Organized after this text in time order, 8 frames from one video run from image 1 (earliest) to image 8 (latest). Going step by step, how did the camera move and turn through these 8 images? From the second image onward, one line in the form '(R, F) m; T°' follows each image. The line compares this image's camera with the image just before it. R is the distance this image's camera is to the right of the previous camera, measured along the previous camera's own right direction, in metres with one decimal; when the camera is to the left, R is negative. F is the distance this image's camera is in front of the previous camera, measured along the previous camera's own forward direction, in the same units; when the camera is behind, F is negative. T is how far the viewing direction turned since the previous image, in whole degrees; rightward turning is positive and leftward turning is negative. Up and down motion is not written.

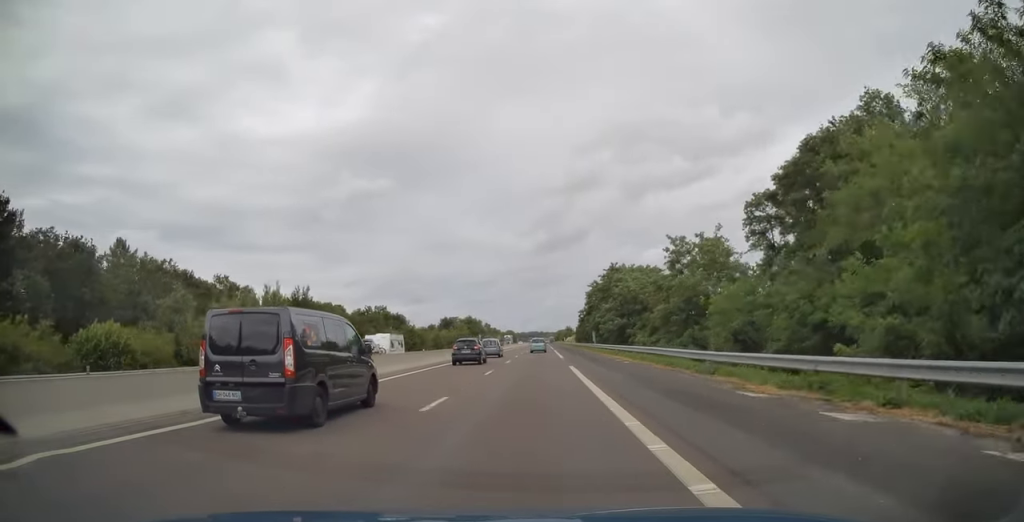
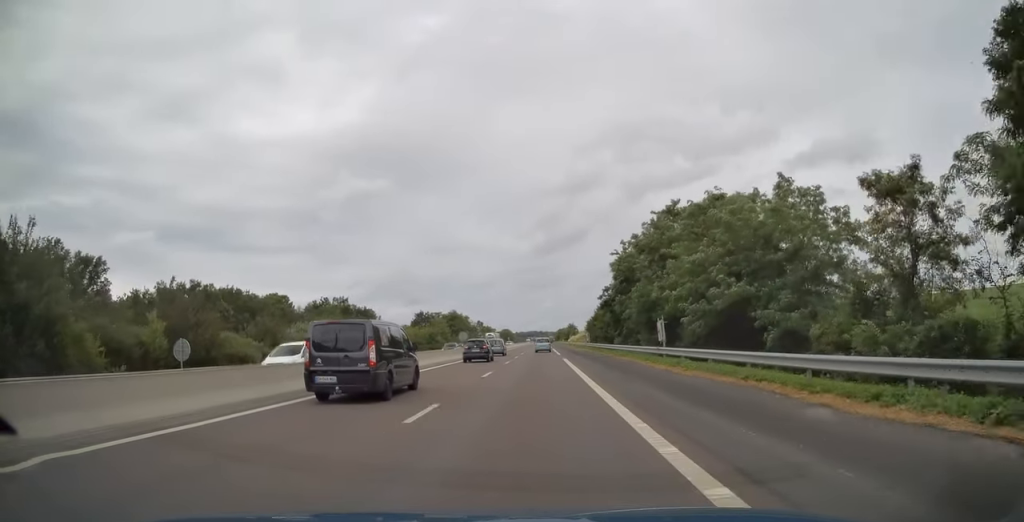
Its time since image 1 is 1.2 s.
(-0.3, +40.2) m; 0°
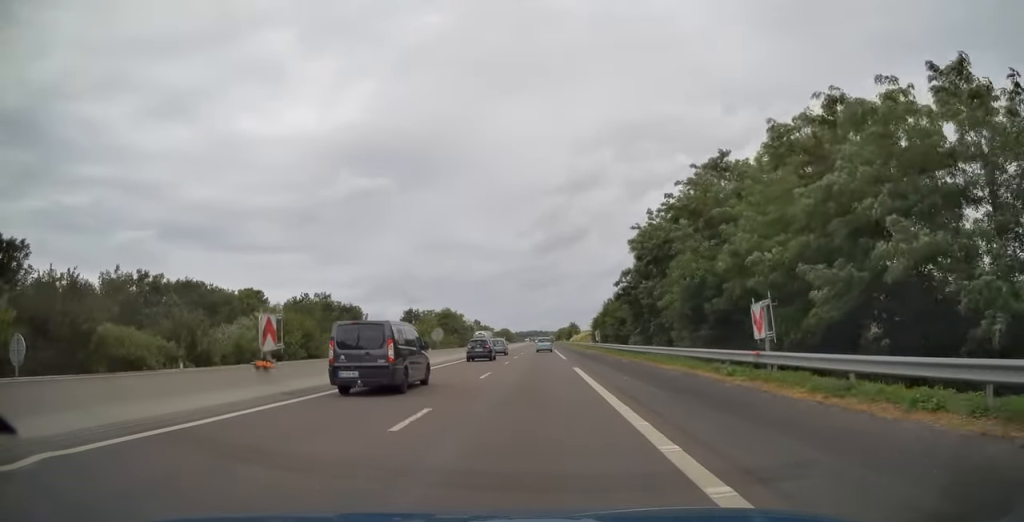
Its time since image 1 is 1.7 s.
(+0.2, +13.9) m; 0°
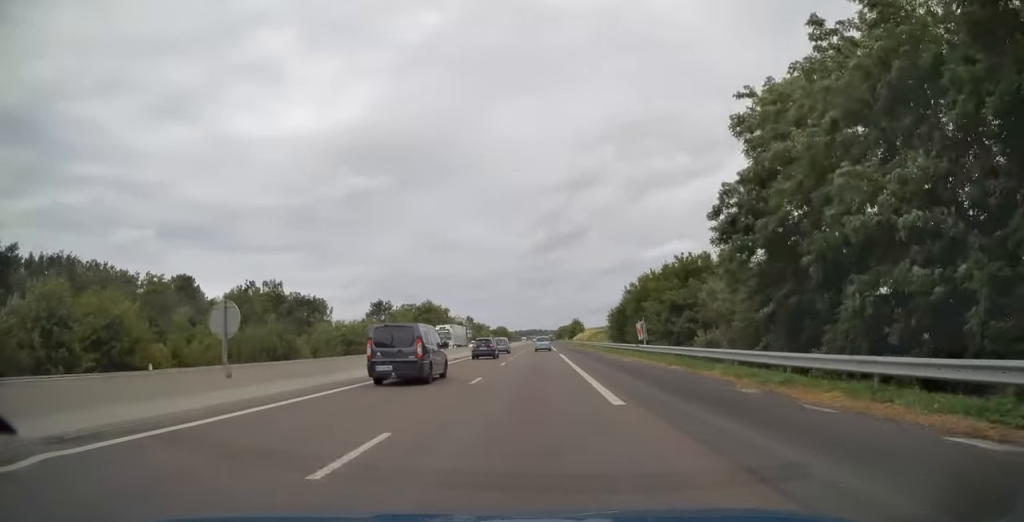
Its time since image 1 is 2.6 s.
(+0.1, +29.0) m; 0°
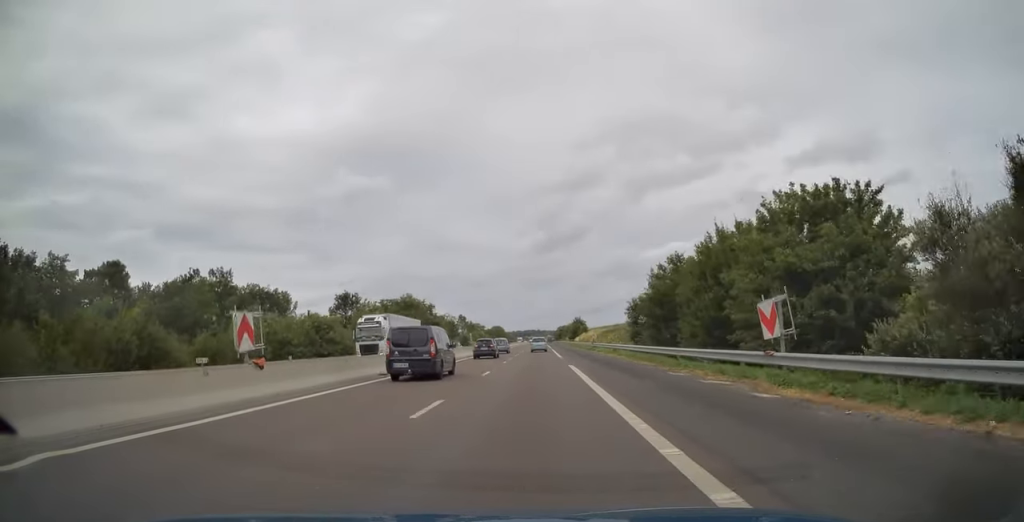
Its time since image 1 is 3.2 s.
(-0.2, +20.9) m; 0°
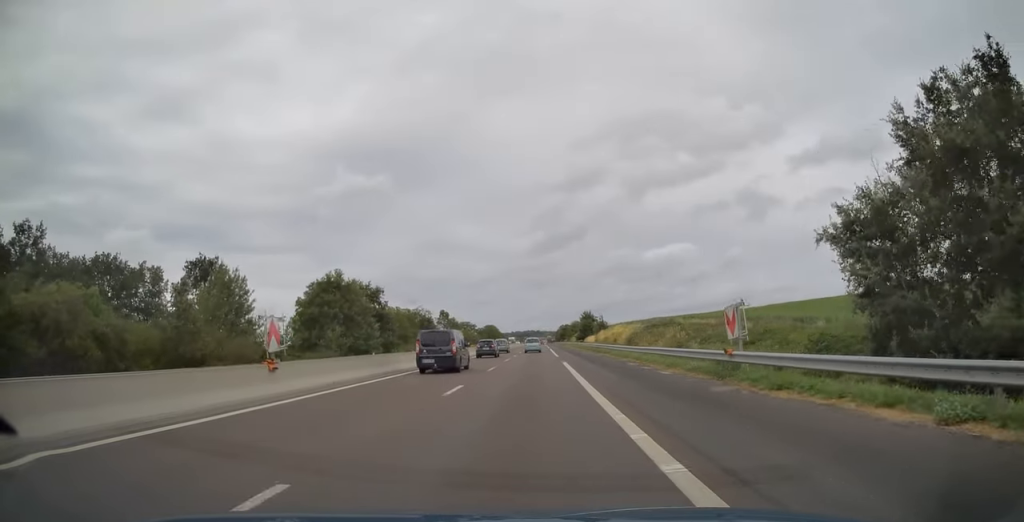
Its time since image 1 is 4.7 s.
(+0.5, +46.6) m; 0°
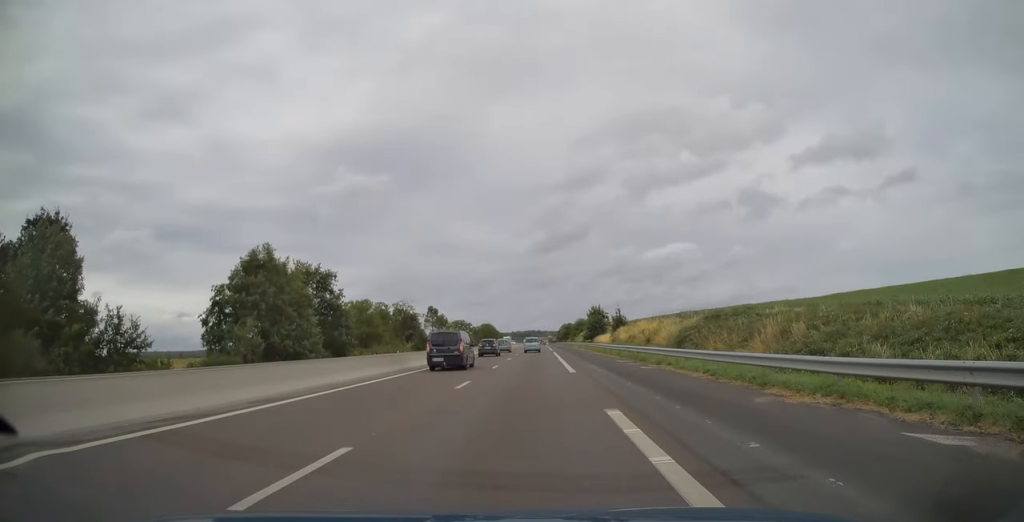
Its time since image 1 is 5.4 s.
(0.0, +23.6) m; 0°
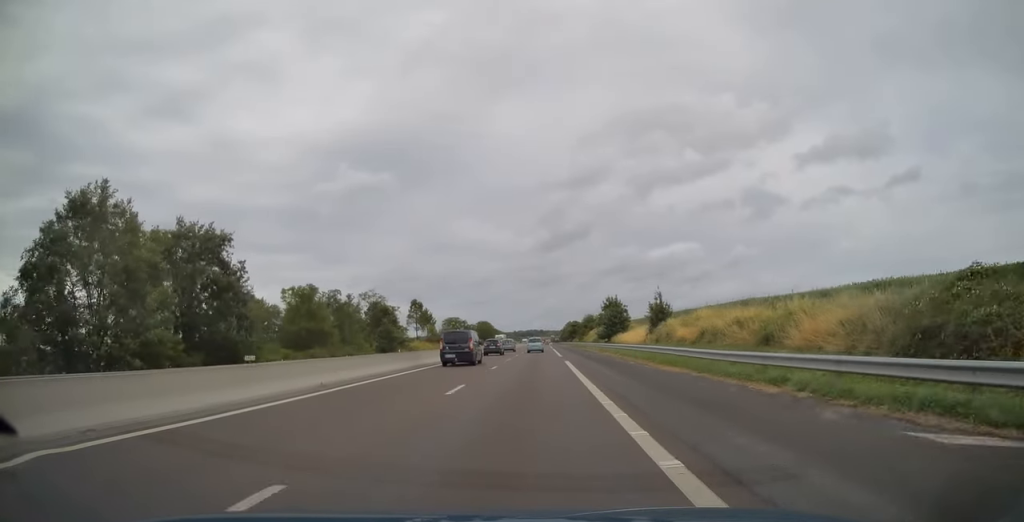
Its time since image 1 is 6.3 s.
(-0.2, +27.9) m; 0°
